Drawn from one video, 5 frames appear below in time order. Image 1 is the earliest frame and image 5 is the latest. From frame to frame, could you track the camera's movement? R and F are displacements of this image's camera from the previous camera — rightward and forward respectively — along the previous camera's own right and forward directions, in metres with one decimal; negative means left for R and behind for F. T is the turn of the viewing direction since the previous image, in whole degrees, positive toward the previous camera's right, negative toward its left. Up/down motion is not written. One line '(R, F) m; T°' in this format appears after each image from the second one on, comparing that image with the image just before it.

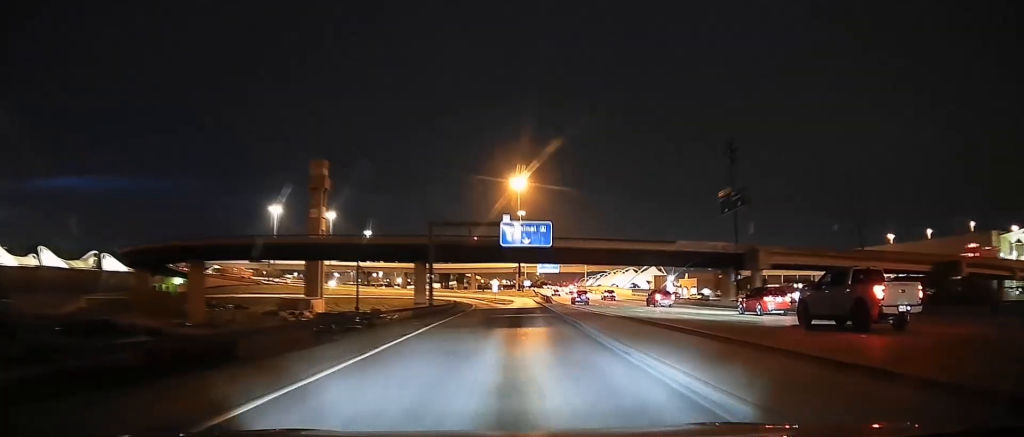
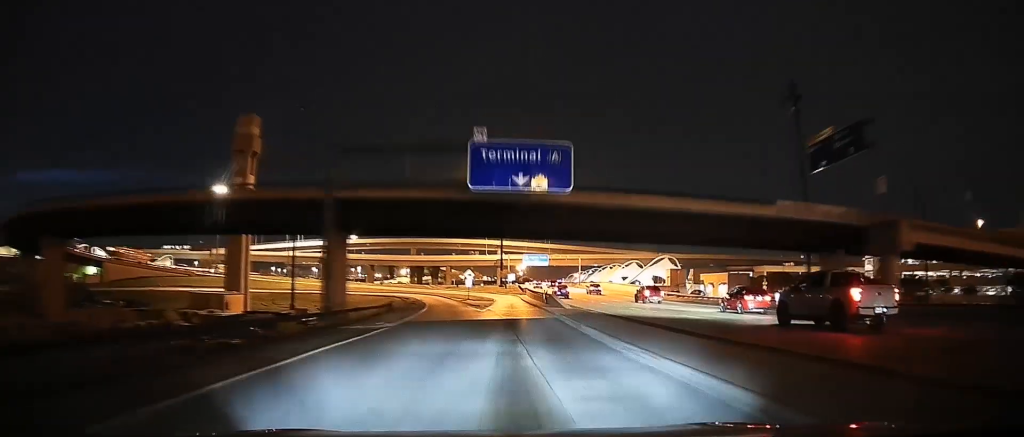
(+0.4, +27.6) m; +1°
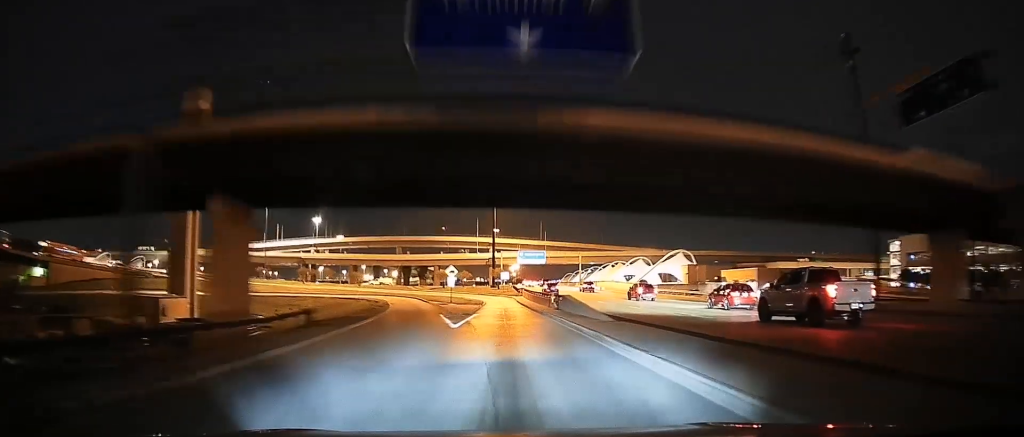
(0.0, +14.9) m; 0°
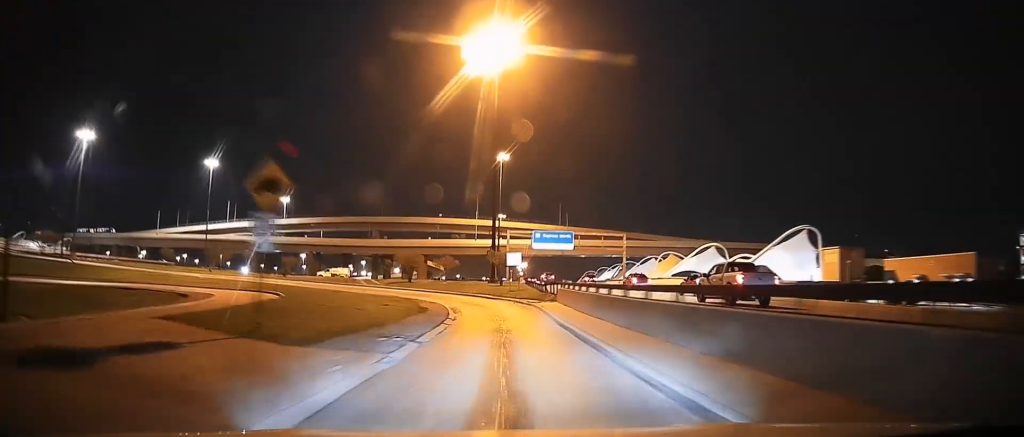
(0.0, +47.5) m; 0°
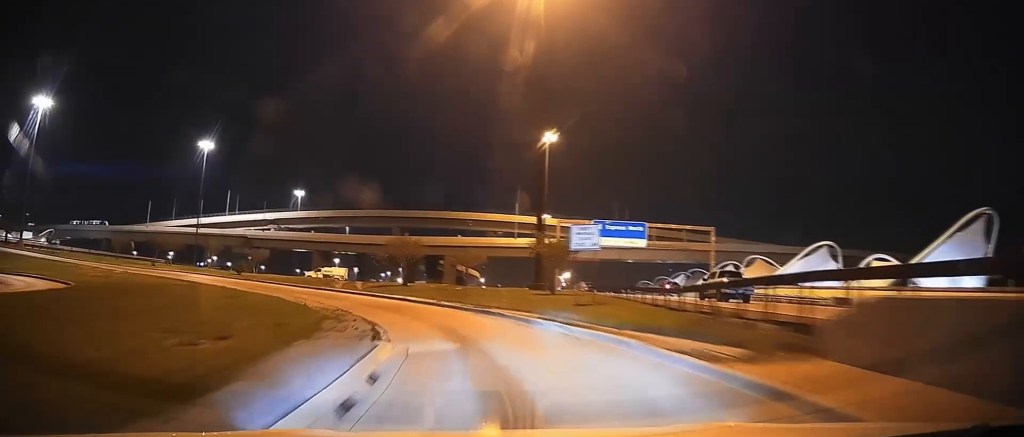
(0.0, +27.7) m; -3°
